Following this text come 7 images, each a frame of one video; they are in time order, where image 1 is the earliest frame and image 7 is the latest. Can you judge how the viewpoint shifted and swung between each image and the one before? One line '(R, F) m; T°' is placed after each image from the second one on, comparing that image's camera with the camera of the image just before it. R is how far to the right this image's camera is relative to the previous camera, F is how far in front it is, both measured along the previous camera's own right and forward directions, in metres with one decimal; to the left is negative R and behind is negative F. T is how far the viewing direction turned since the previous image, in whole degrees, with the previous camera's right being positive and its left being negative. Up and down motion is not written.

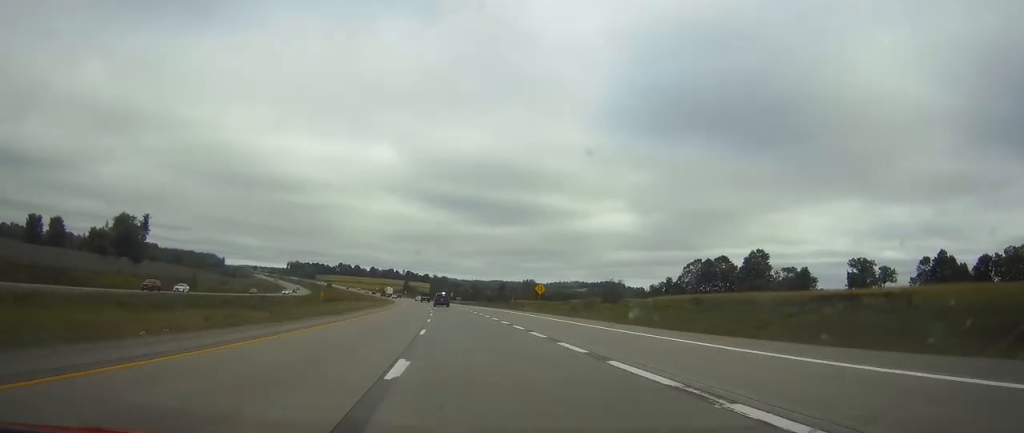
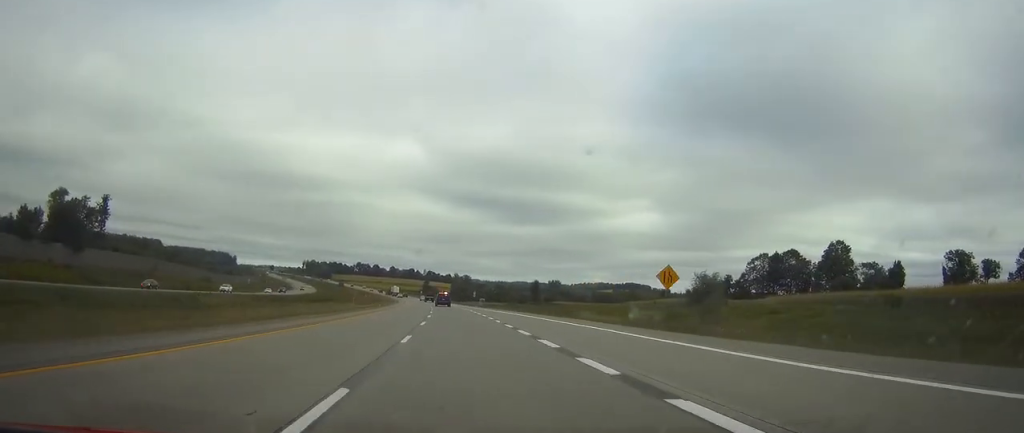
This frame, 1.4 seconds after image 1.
(-0.6, +41.0) m; -2°
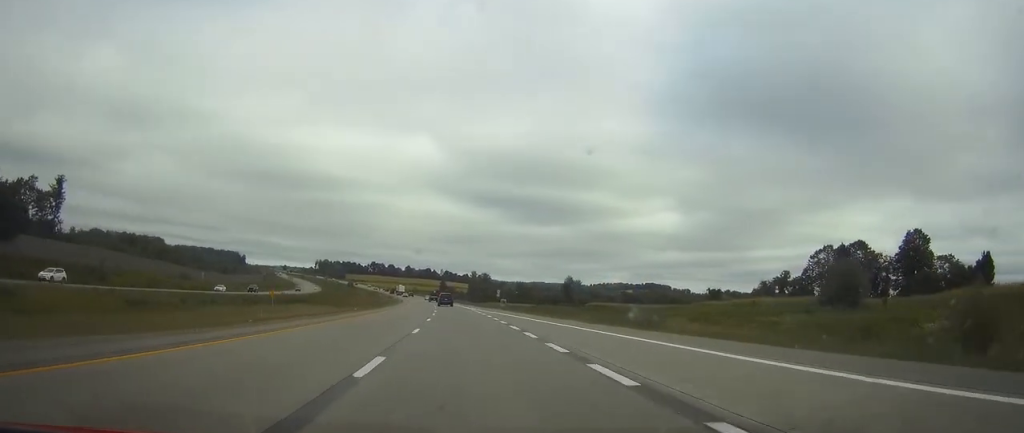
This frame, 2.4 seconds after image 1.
(-0.4, +32.1) m; -1°
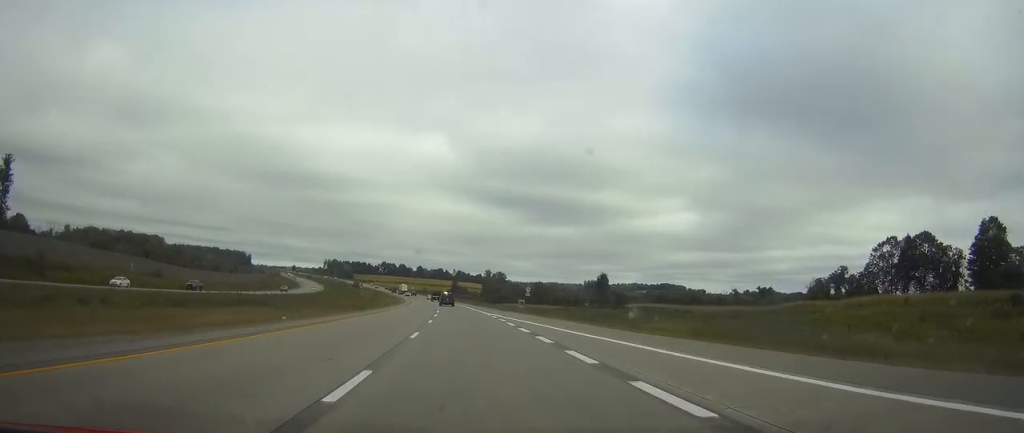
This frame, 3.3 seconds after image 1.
(-0.2, +27.1) m; -1°
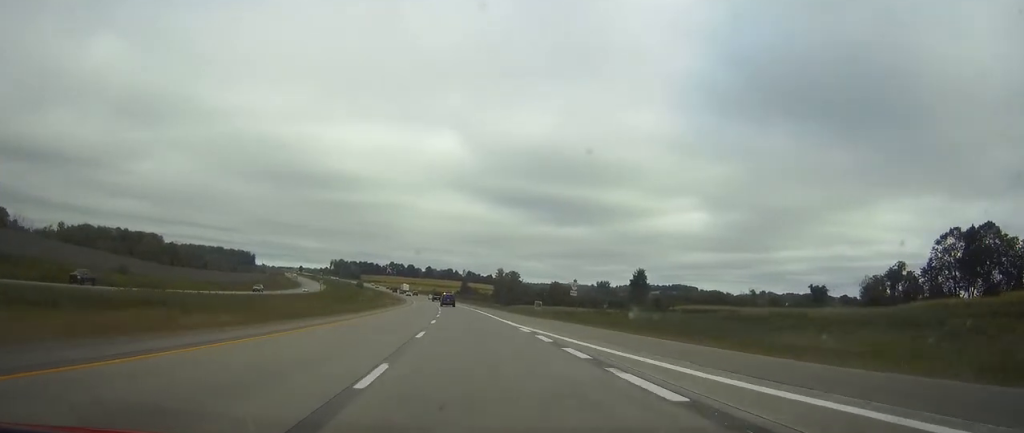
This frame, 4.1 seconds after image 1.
(-0.1, +23.2) m; -1°
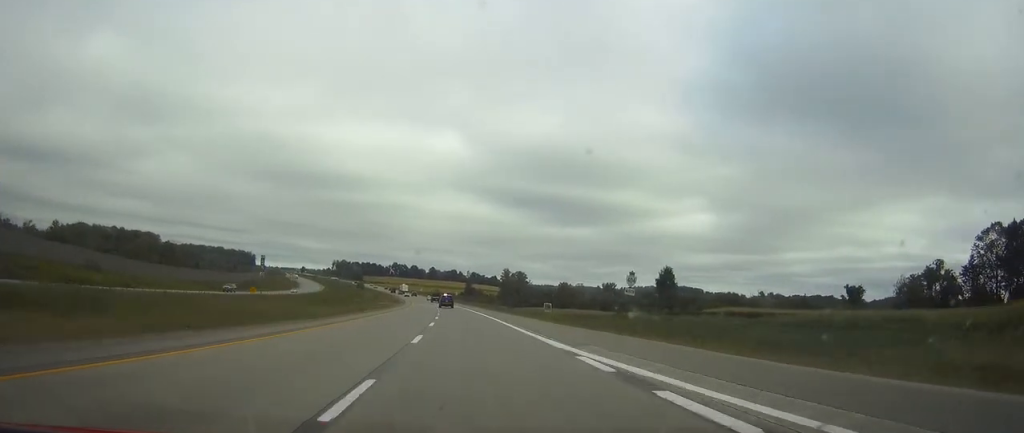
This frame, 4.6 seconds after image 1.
(-0.1, +14.2) m; 0°
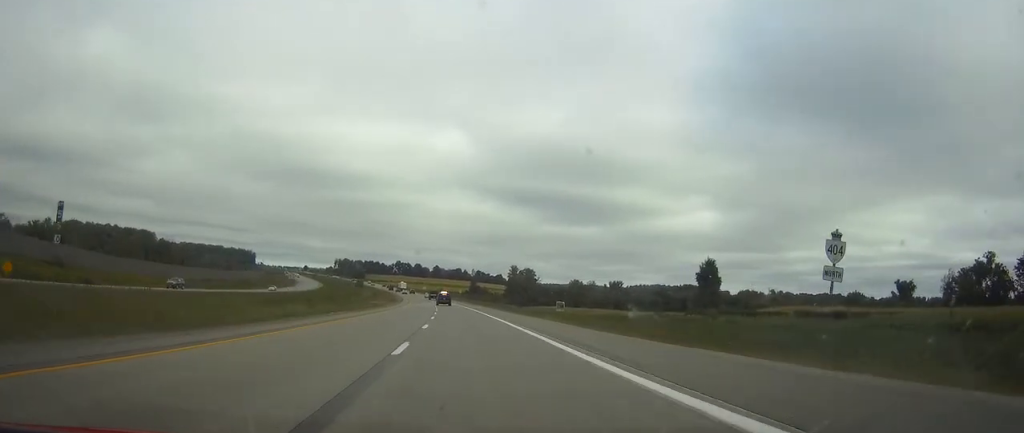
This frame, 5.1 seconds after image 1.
(-0.1, +17.3) m; -1°
